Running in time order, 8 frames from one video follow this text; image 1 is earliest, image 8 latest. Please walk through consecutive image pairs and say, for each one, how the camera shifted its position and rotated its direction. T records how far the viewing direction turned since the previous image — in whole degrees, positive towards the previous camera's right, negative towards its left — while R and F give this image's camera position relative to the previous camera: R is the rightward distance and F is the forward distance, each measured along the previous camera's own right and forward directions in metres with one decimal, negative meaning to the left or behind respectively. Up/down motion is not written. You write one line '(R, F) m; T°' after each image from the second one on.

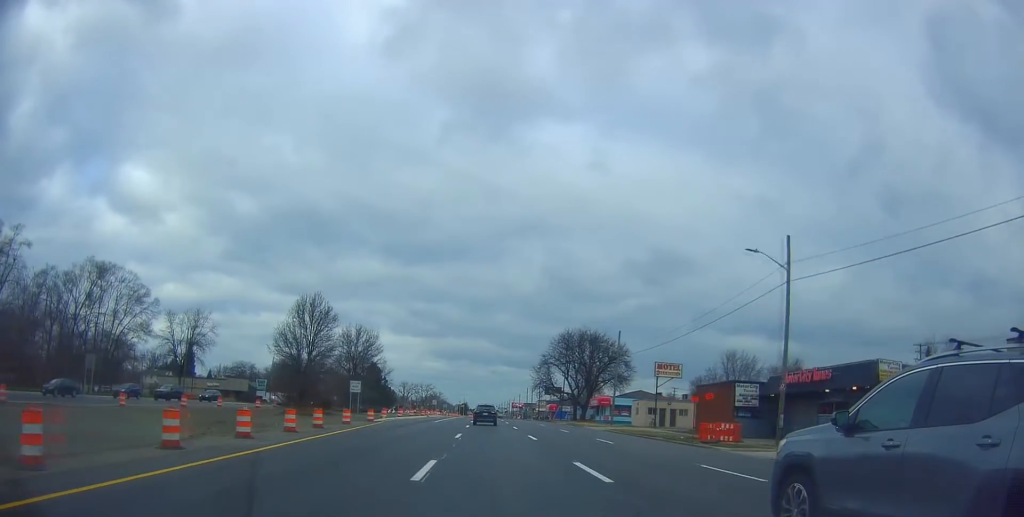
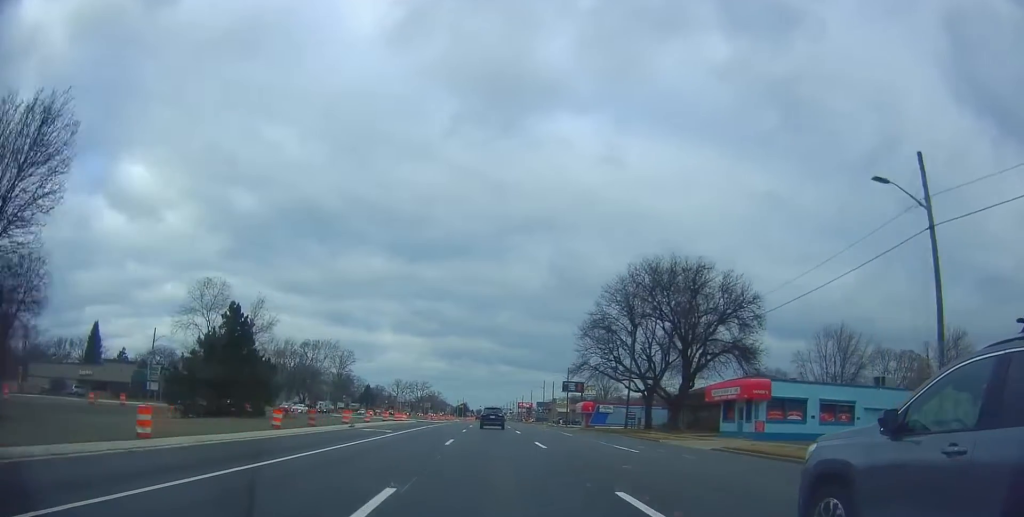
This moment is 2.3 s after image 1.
(-0.2, +52.5) m; 0°
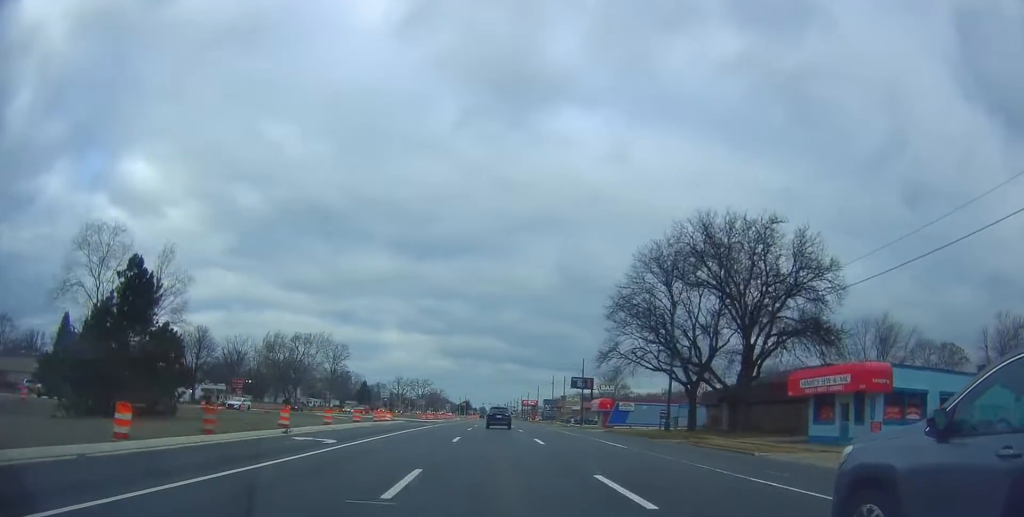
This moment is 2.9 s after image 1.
(+0.1, +13.4) m; +1°
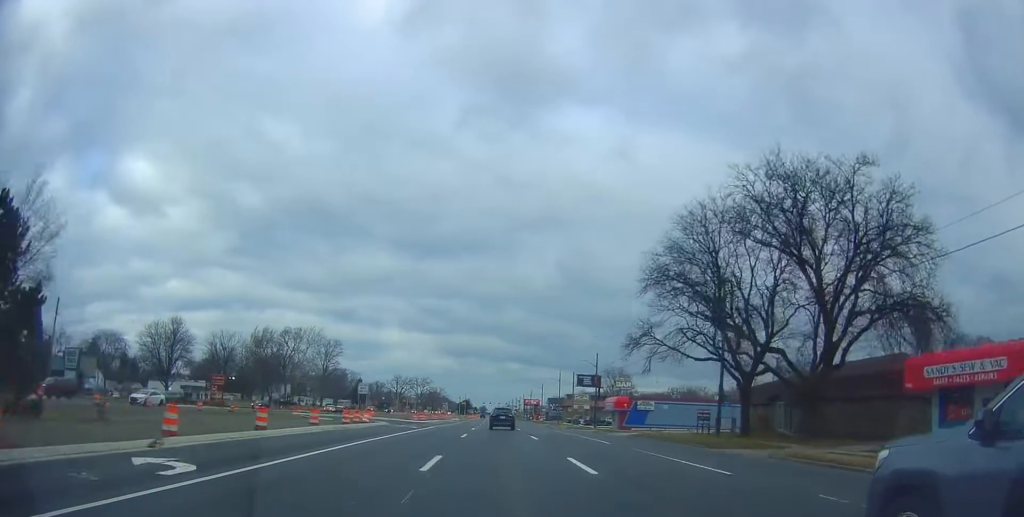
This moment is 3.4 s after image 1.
(+0.2, +11.0) m; -1°
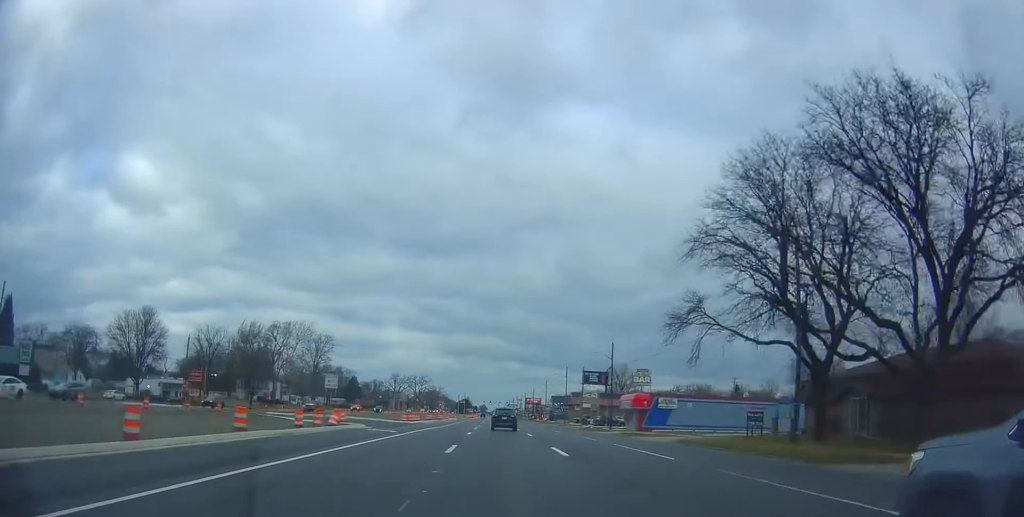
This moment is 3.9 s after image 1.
(+0.2, +10.2) m; 0°
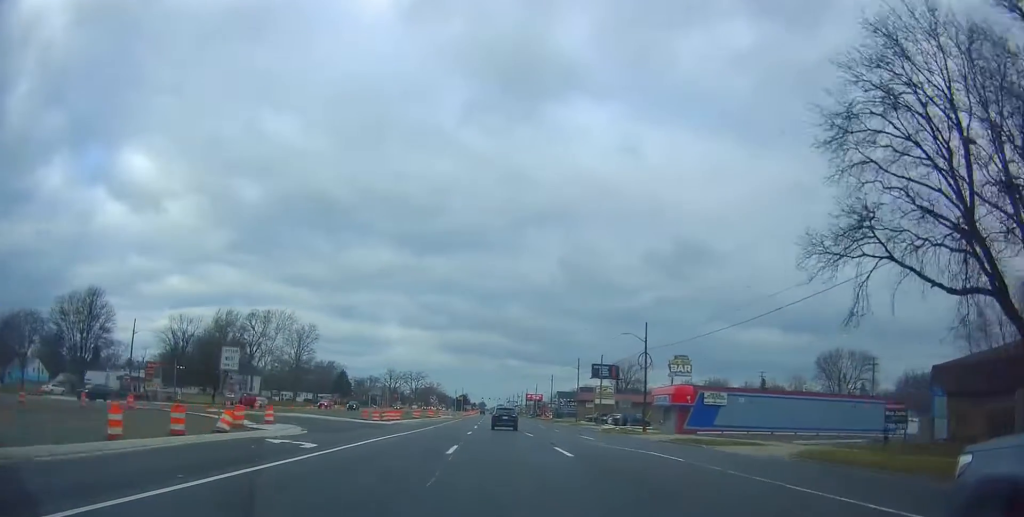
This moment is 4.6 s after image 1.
(-0.6, +15.8) m; 0°
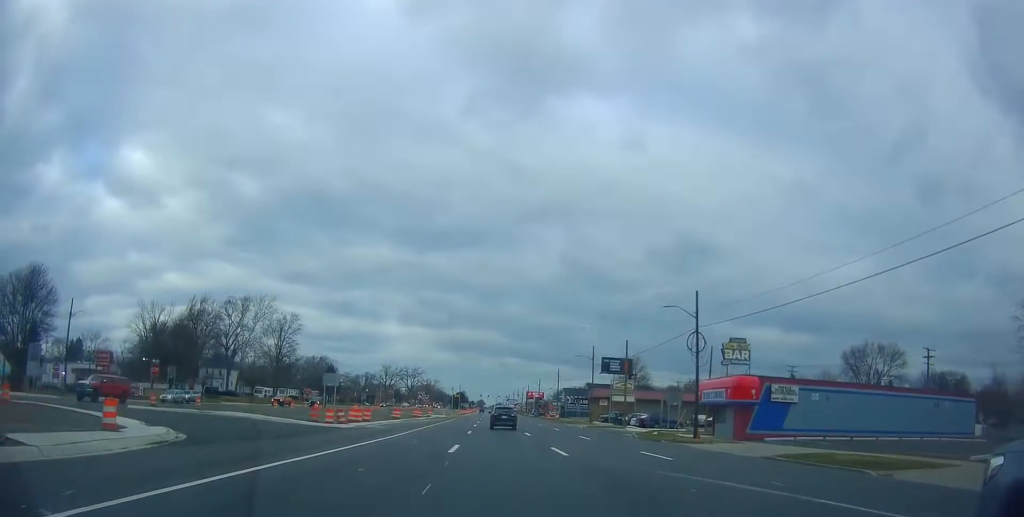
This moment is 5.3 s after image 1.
(+0.2, +14.3) m; 0°
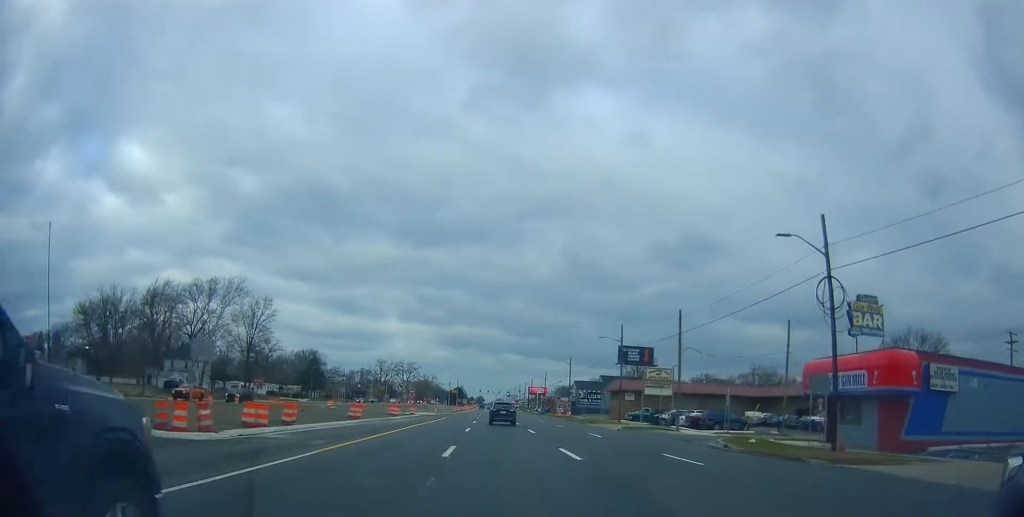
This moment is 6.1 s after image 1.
(+0.2, +17.9) m; 0°
